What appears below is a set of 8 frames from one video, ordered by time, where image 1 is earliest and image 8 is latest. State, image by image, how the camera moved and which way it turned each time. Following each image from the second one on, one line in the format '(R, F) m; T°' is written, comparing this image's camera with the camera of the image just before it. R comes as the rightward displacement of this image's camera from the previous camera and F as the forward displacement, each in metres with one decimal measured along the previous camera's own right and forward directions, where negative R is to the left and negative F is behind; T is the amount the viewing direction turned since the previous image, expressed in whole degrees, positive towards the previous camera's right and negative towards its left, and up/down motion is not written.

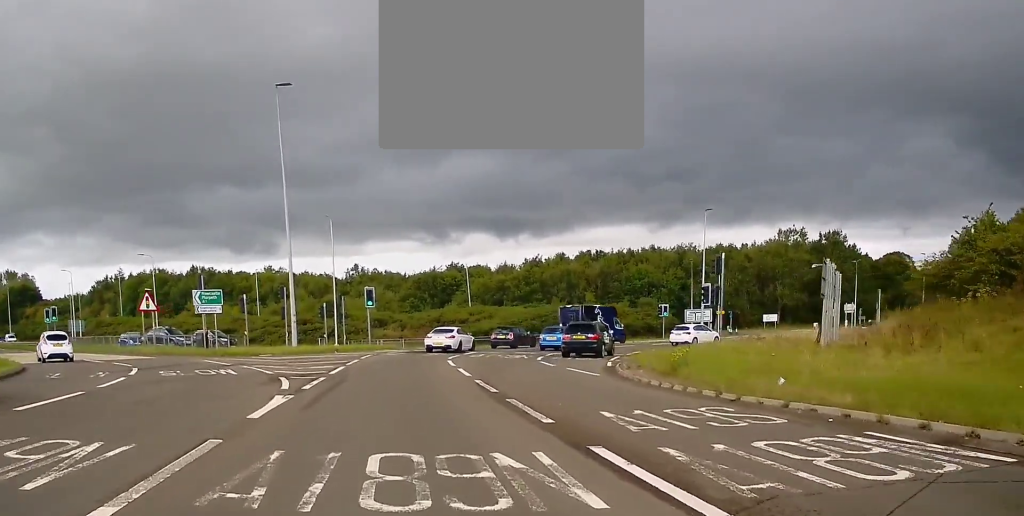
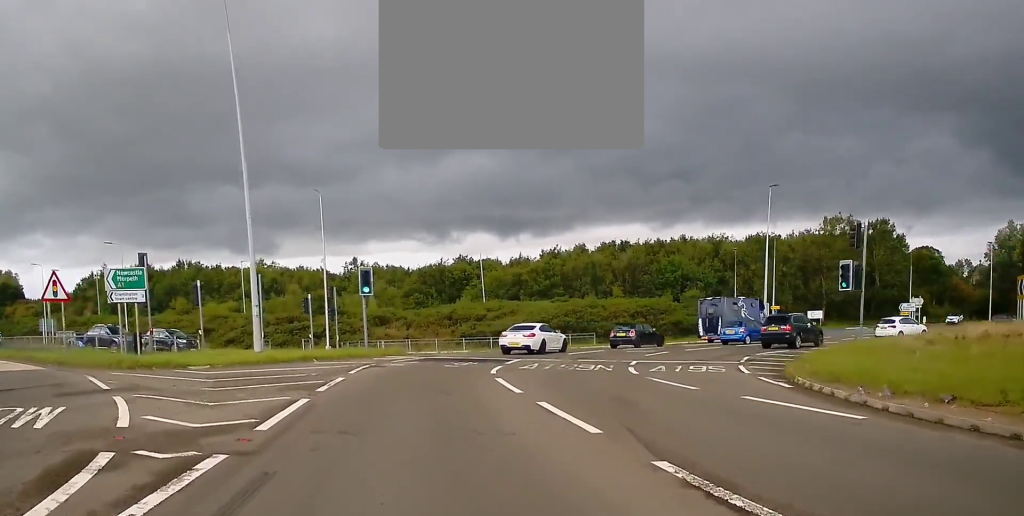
(-0.1, +14.0) m; +1°
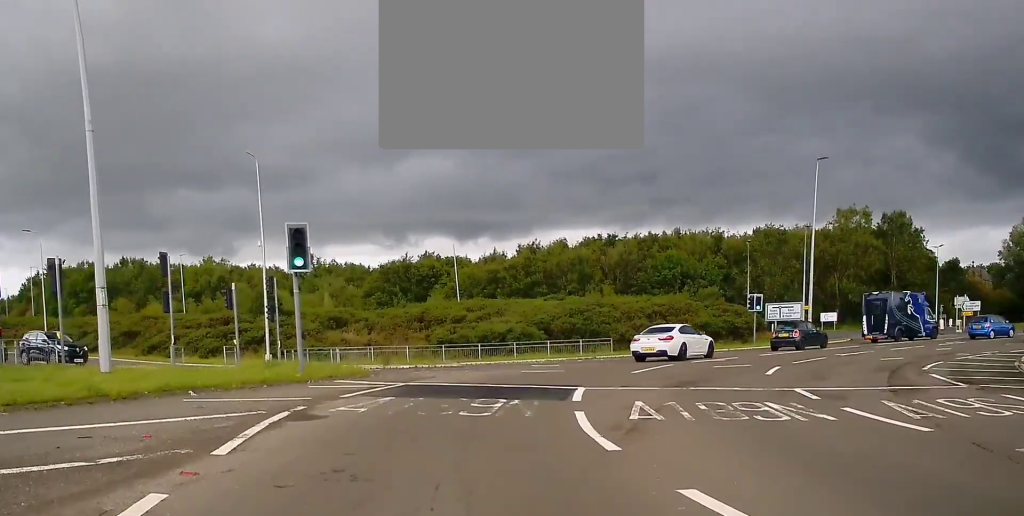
(+0.4, +14.1) m; +3°
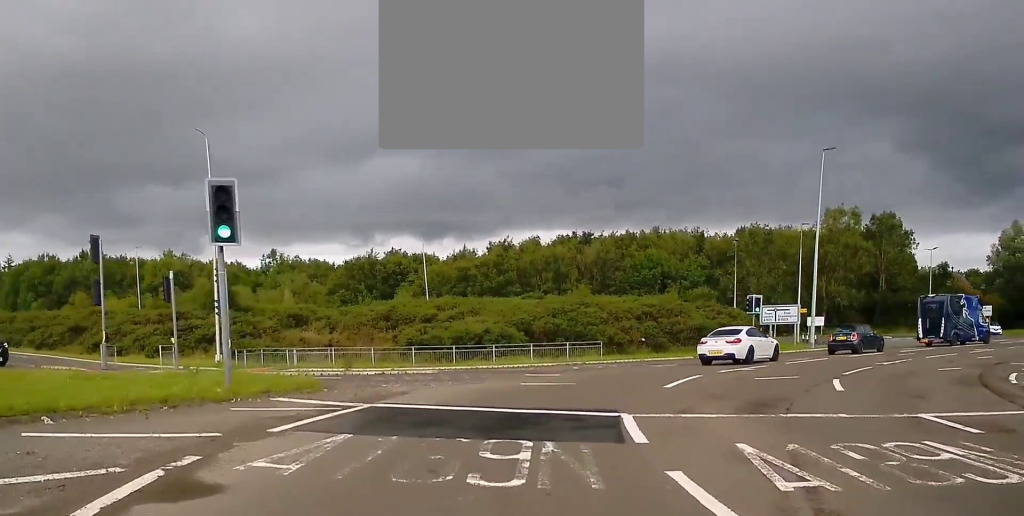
(-0.1, +5.3) m; +3°
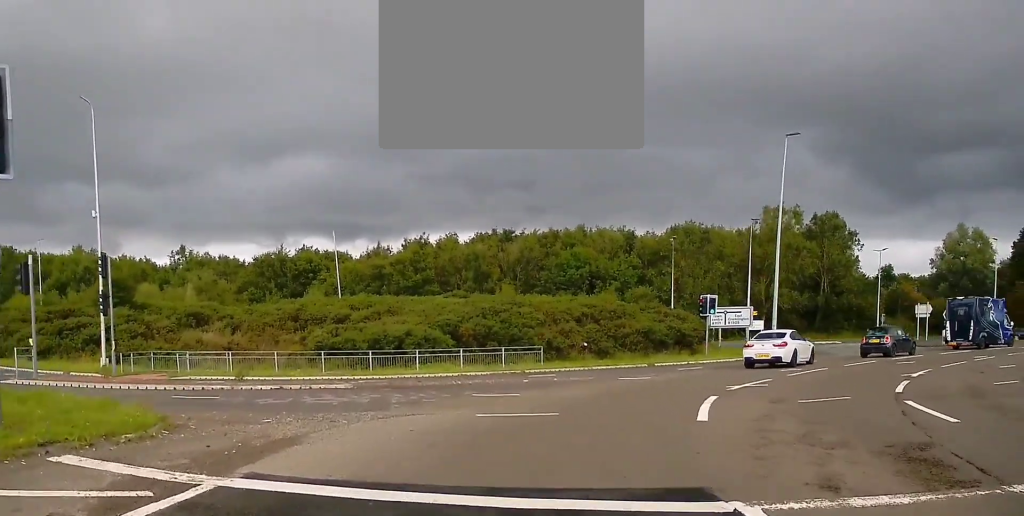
(+0.4, +6.2) m; +11°
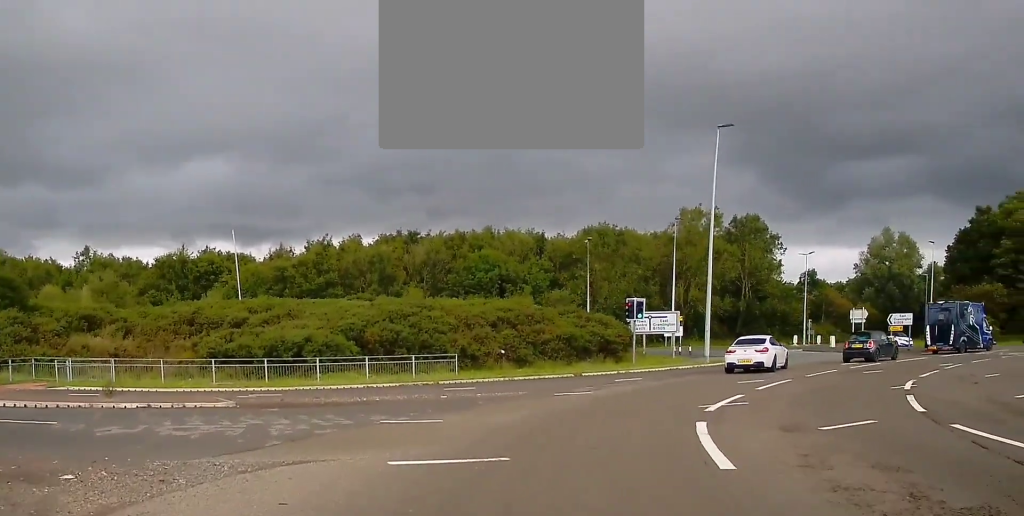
(+0.1, +3.9) m; +7°
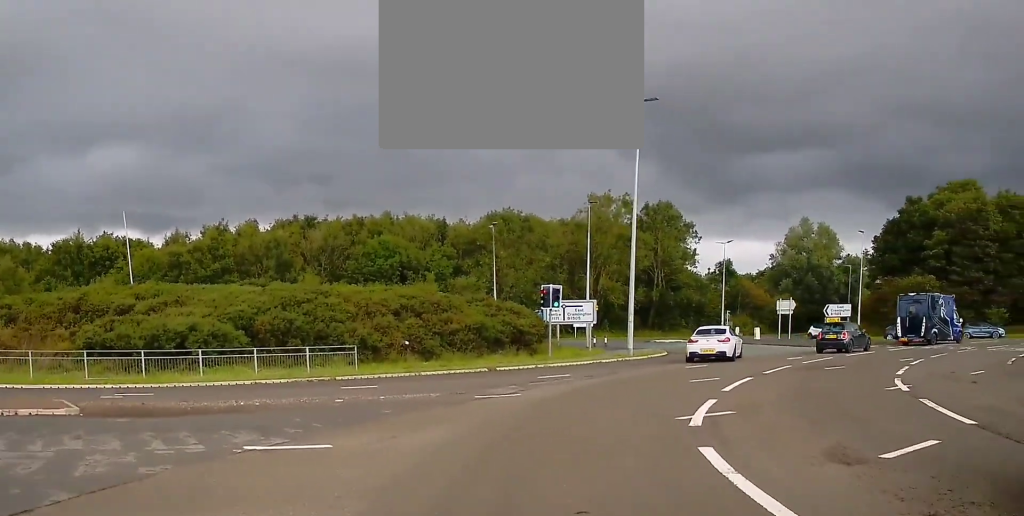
(+0.6, +3.8) m; +4°
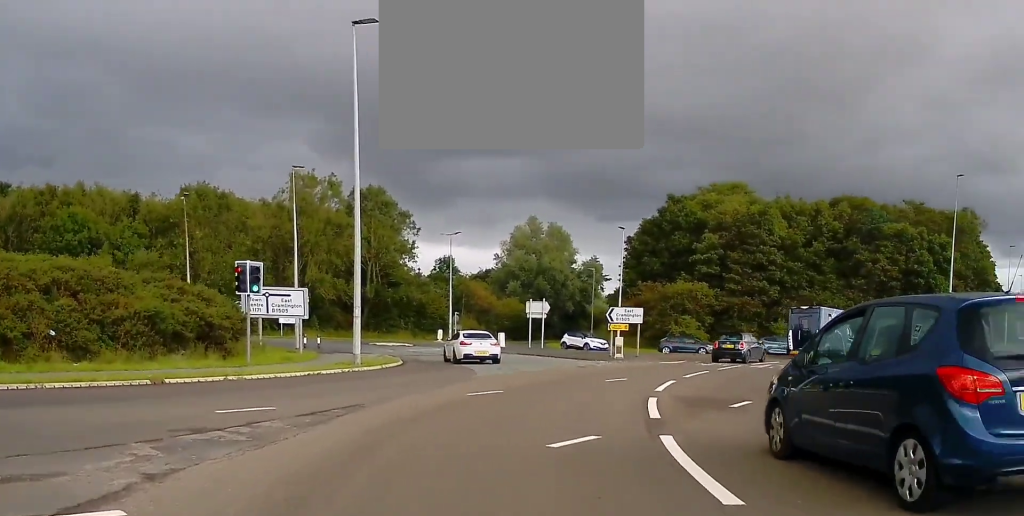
(0.0, +10.8) m; +3°
